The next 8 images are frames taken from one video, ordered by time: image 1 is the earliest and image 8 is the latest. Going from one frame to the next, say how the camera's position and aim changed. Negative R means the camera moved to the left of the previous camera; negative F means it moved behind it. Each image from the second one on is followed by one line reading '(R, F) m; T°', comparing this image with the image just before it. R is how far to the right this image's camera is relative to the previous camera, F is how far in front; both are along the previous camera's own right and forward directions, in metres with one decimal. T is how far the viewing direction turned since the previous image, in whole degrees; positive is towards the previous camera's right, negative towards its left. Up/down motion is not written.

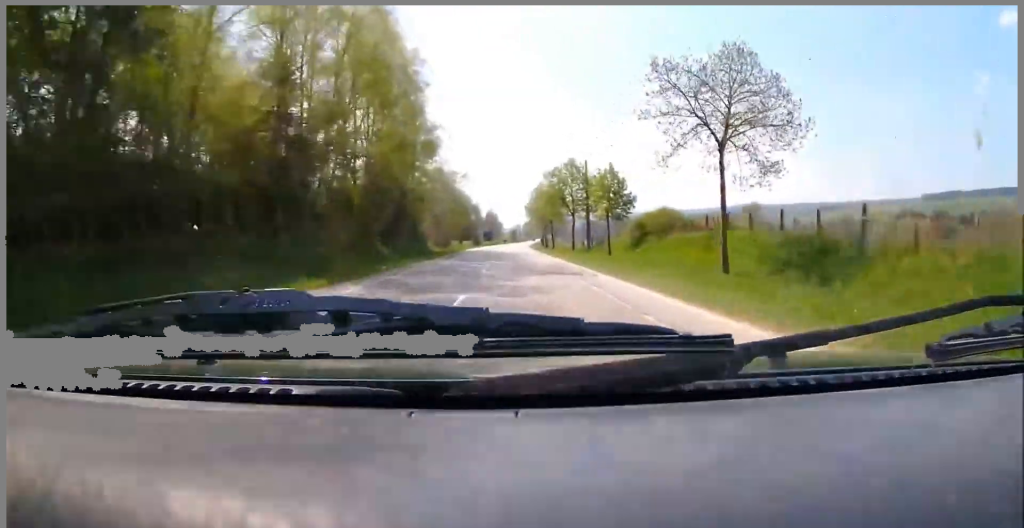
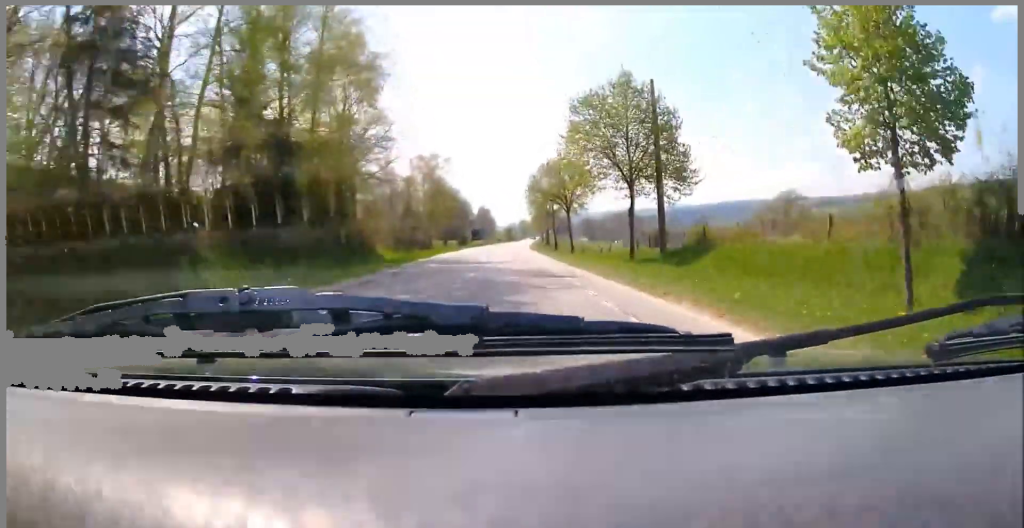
(+0.5, +31.3) m; +3°
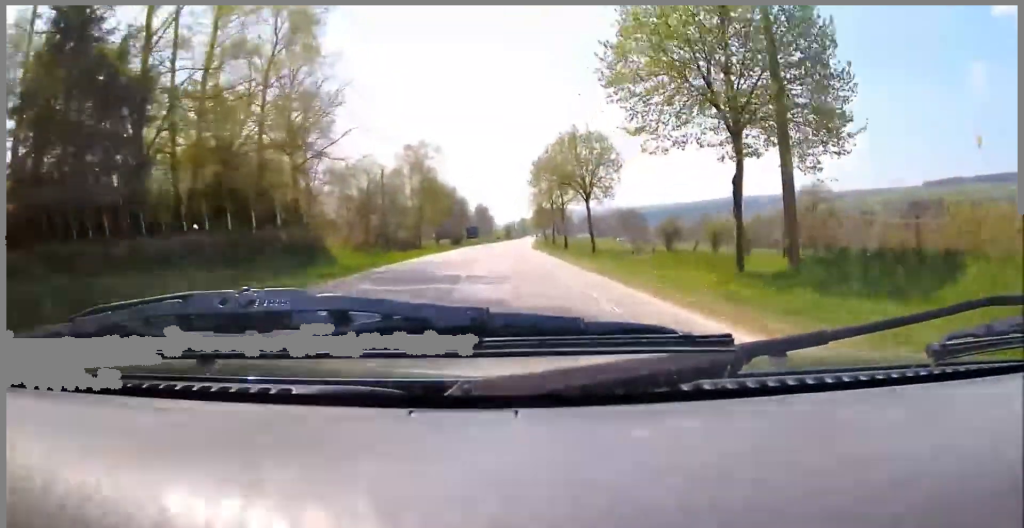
(+0.4, +14.5) m; +1°
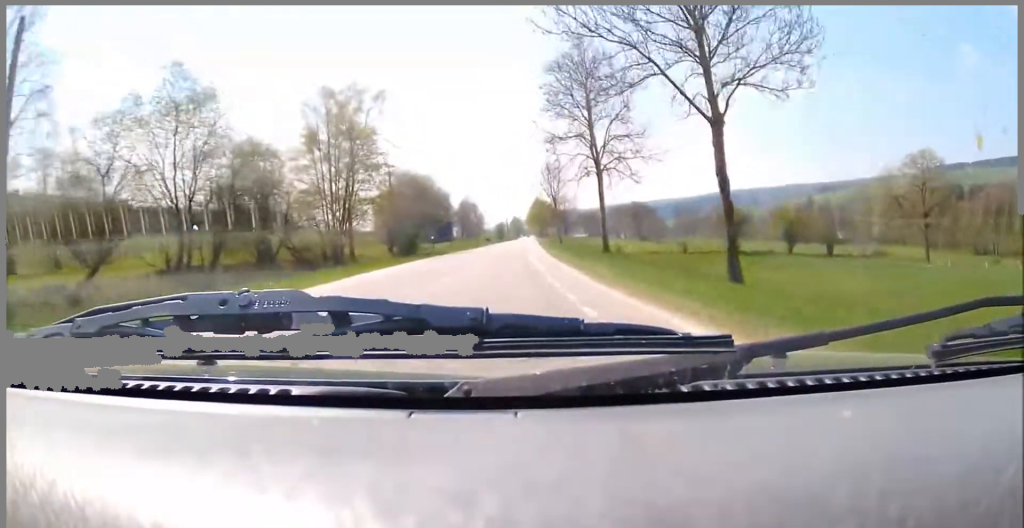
(-0.9, +46.9) m; 0°
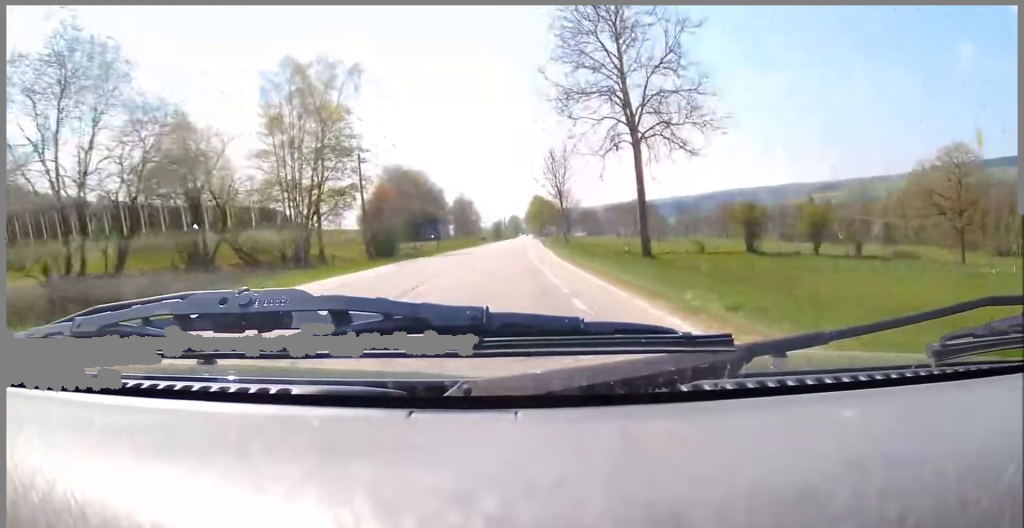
(+0.2, +10.6) m; 0°
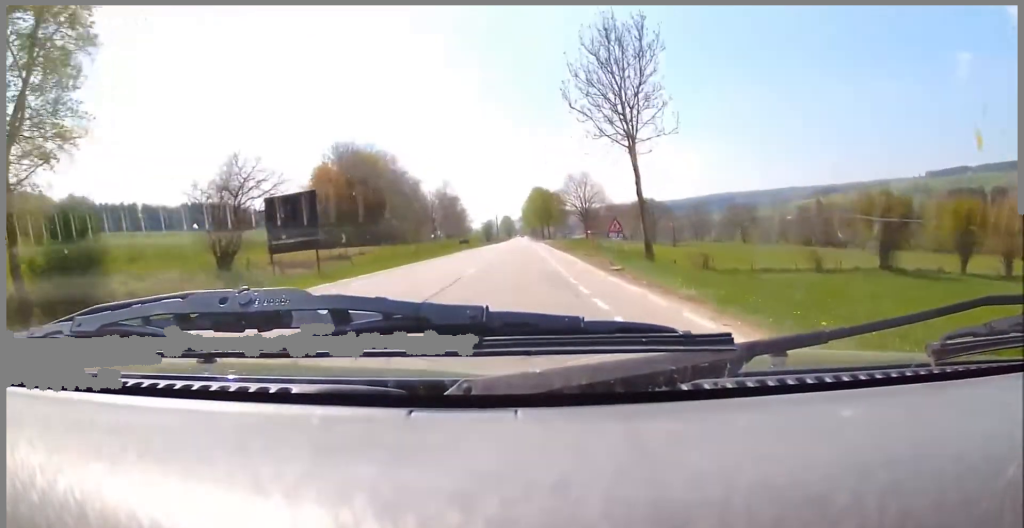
(+0.1, +38.9) m; +1°
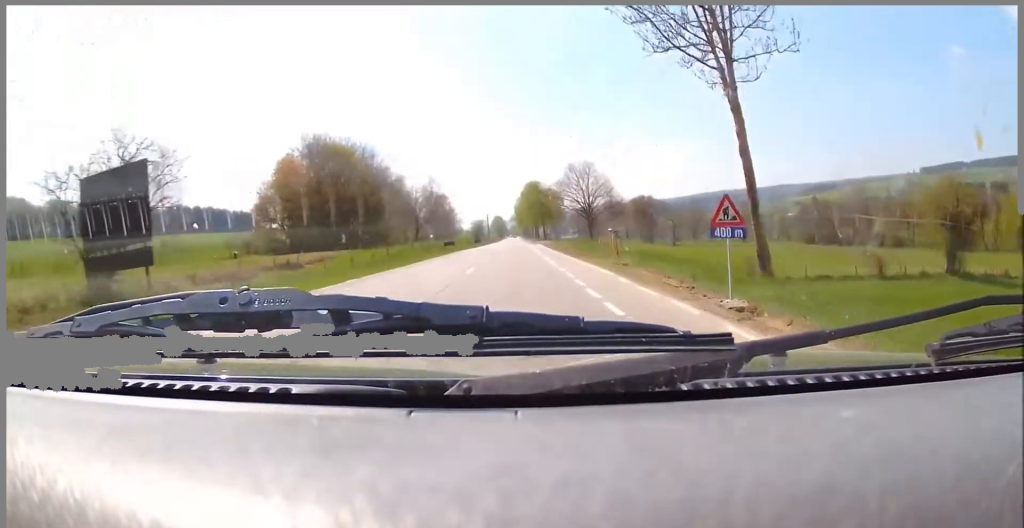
(+0.3, +12.0) m; +1°
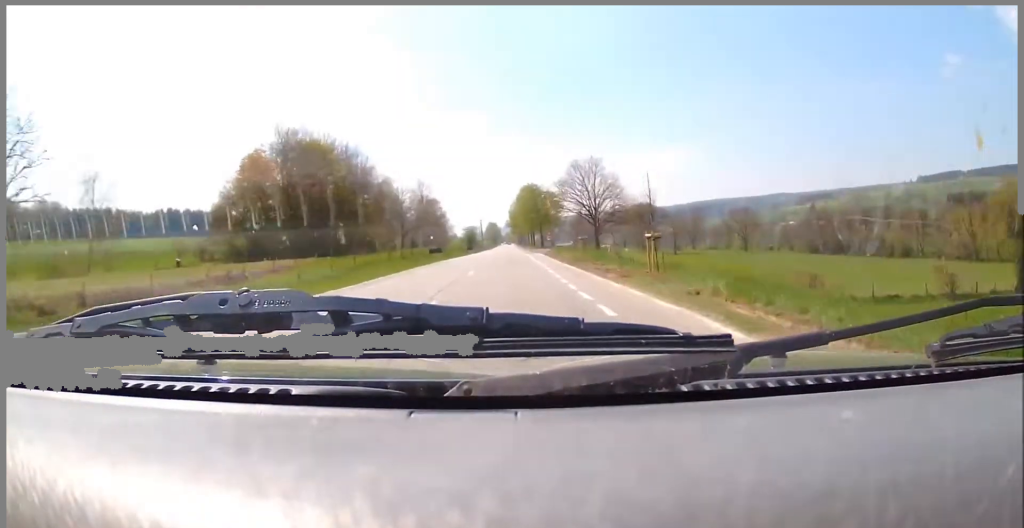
(+0.1, +9.6) m; +1°
